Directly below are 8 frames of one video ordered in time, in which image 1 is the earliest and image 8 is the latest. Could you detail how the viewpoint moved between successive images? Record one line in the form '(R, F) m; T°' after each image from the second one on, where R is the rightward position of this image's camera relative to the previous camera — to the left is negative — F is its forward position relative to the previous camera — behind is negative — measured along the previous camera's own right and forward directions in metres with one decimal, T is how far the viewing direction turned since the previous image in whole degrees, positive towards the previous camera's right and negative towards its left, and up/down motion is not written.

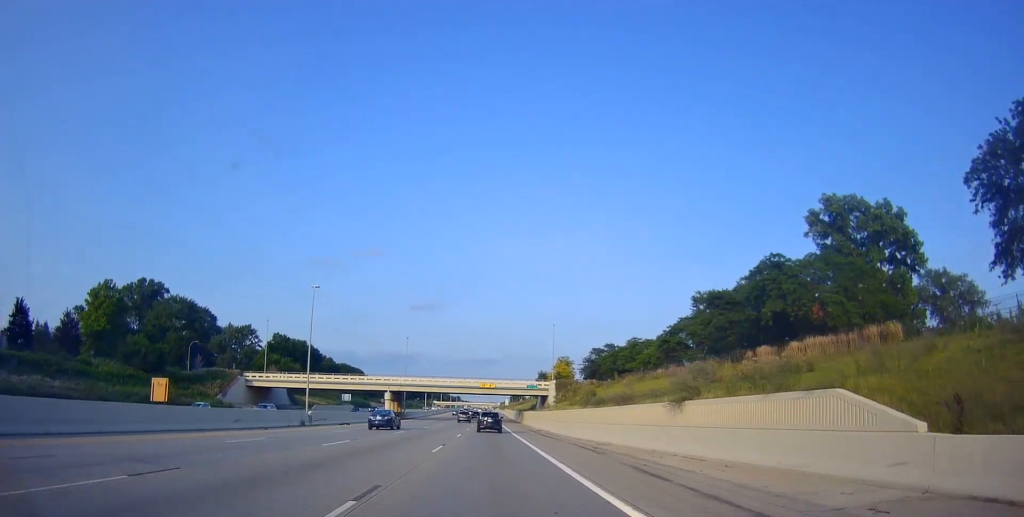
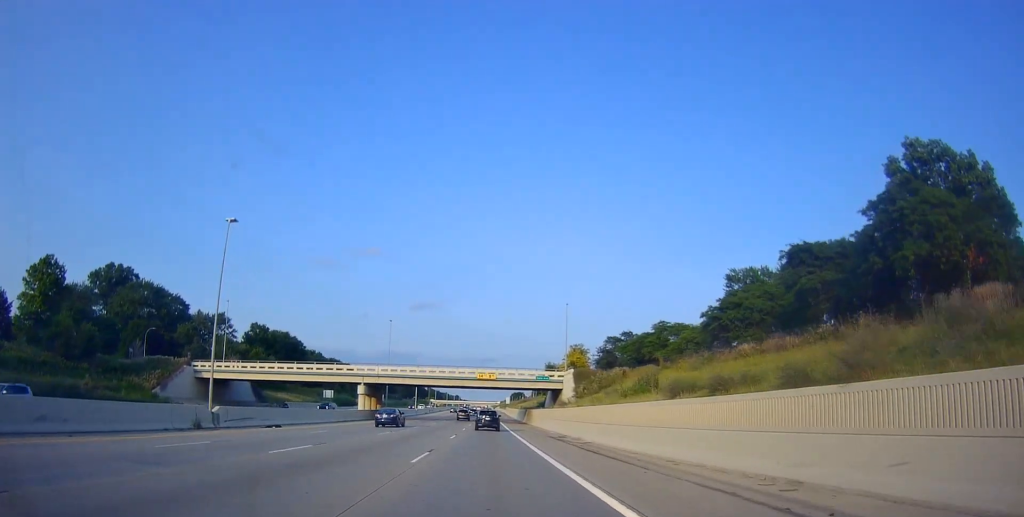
(0.0, +19.3) m; 0°
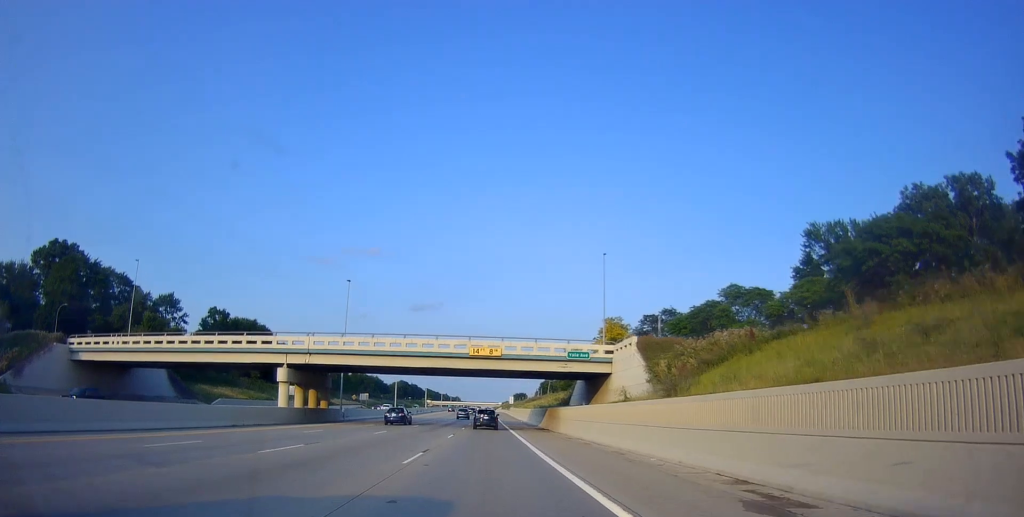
(+0.3, +29.9) m; +1°
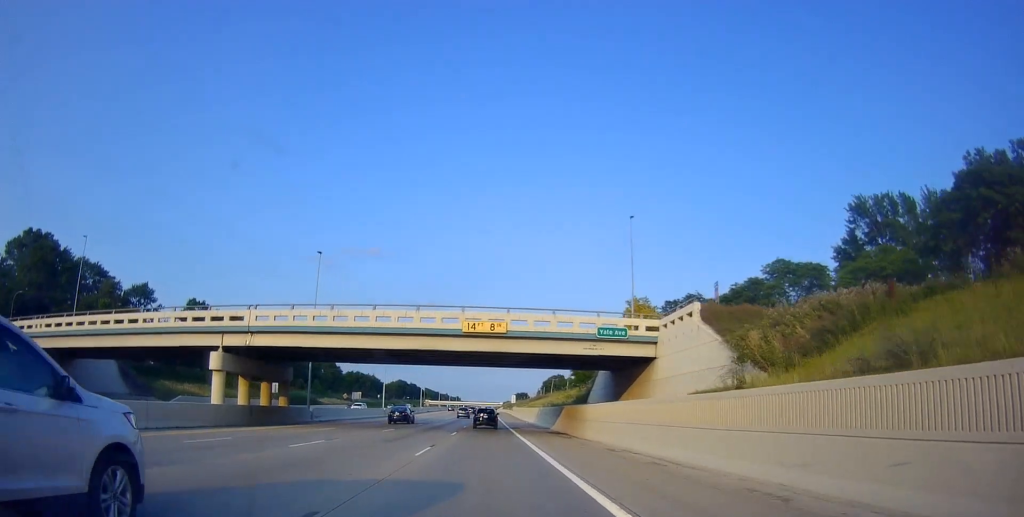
(+0.2, +12.3) m; 0°
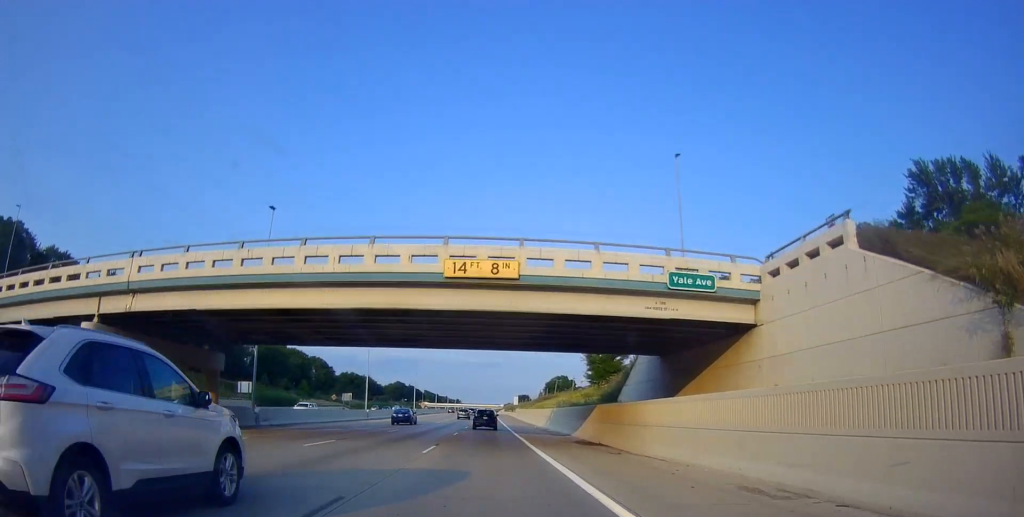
(-0.1, +13.4) m; 0°
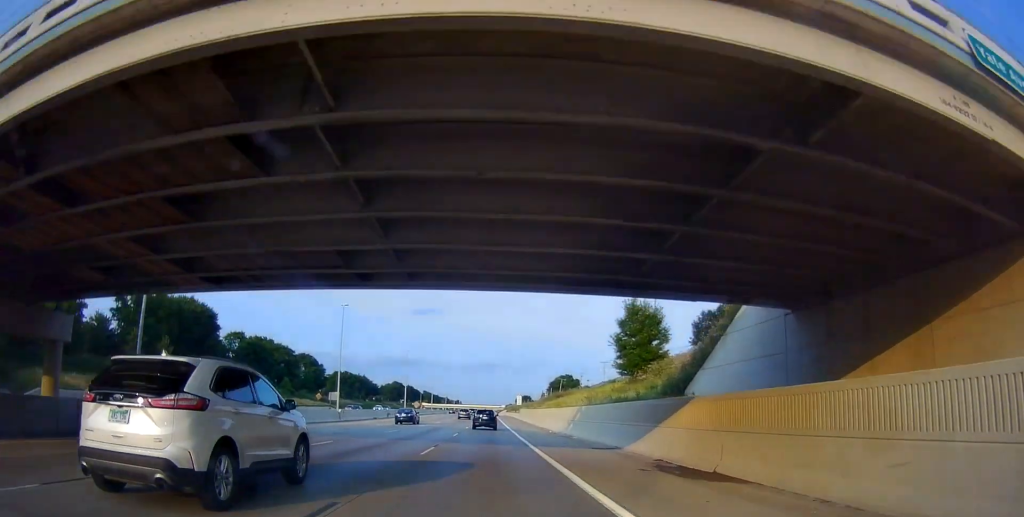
(-0.2, +15.5) m; -1°
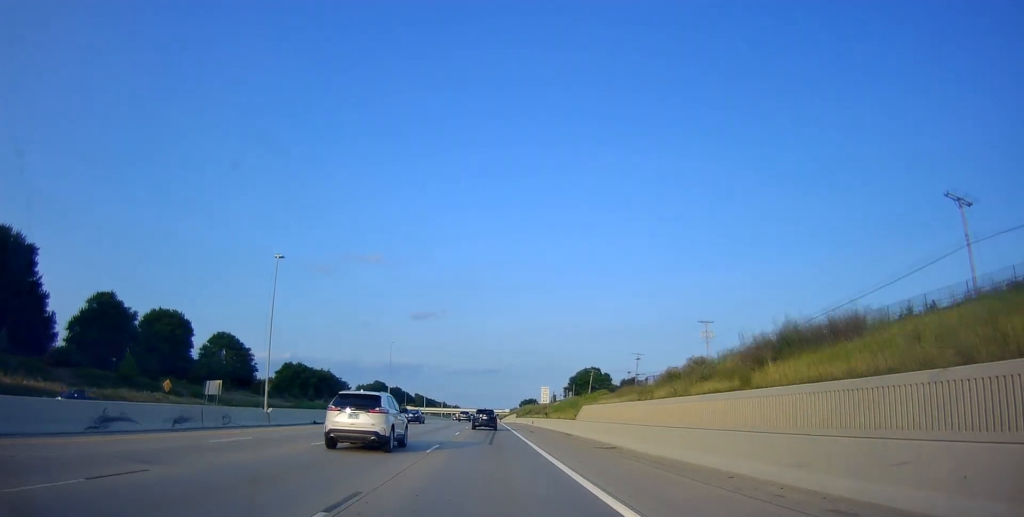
(+0.6, +74.4) m; 0°
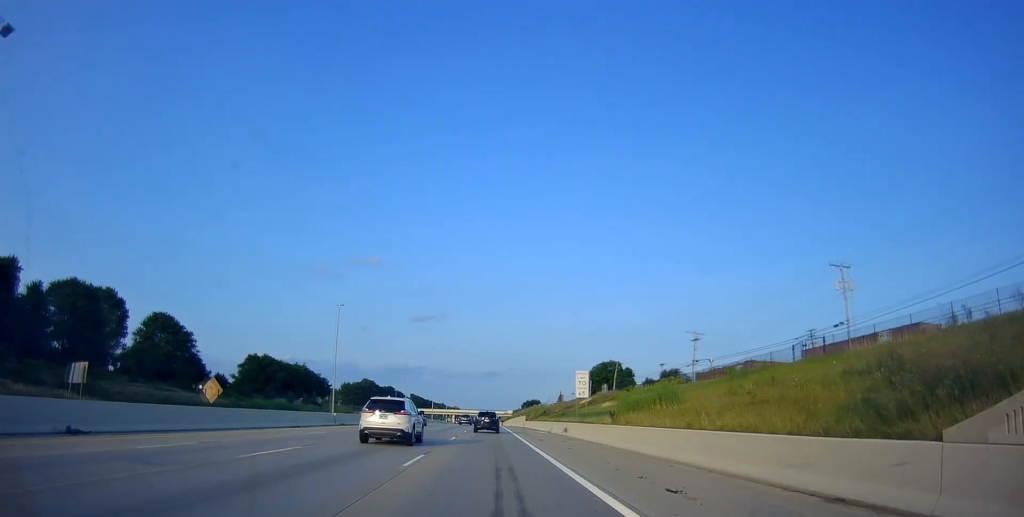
(-0.4, +35.7) m; 0°
